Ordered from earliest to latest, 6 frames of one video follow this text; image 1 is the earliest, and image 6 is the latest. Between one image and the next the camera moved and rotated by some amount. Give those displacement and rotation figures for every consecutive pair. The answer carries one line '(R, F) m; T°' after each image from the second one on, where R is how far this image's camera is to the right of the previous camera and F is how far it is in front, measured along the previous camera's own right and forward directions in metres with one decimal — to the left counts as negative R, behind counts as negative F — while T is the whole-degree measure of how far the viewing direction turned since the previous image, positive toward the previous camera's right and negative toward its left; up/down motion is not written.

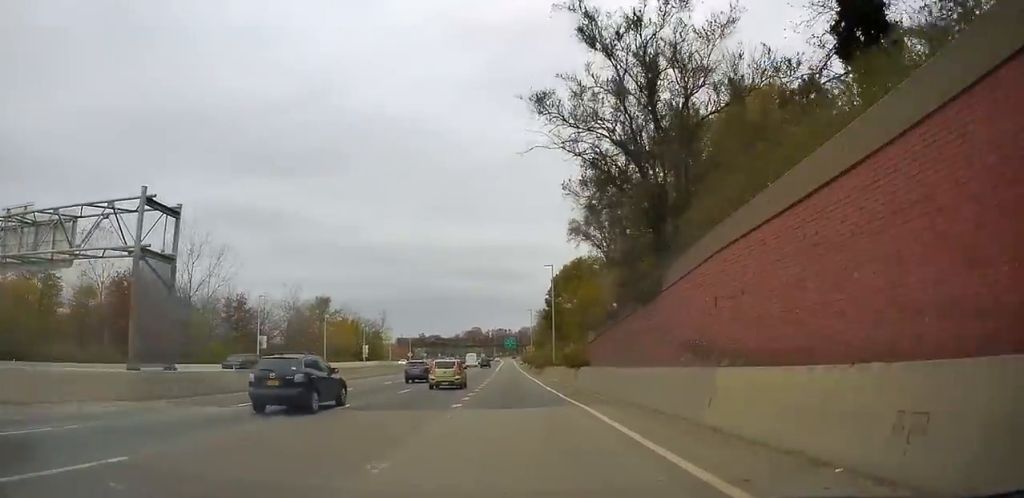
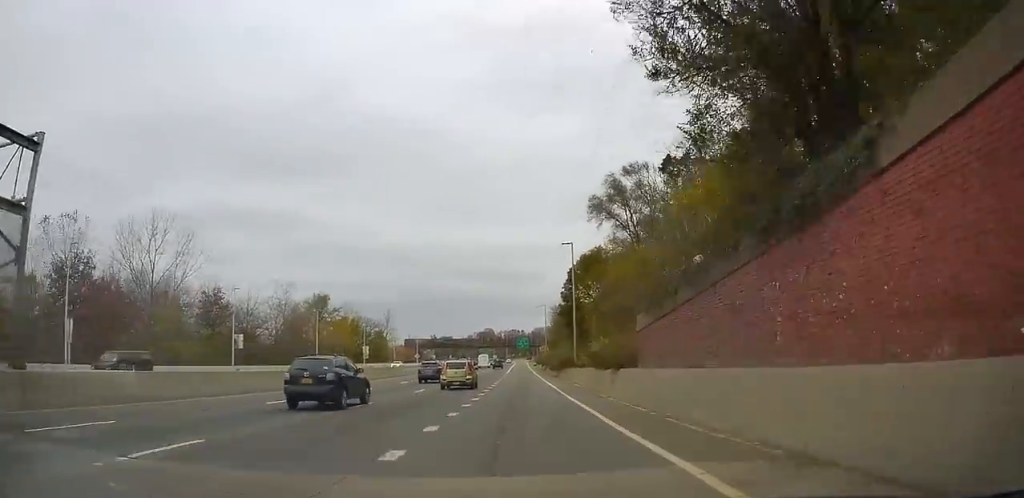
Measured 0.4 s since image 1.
(0.0, +10.1) m; -1°
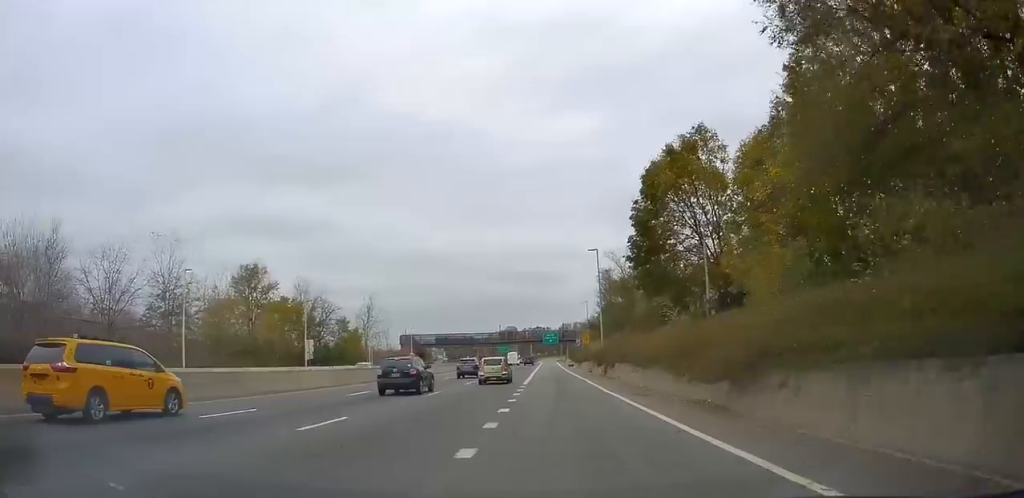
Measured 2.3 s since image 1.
(-1.7, +43.6) m; -6°
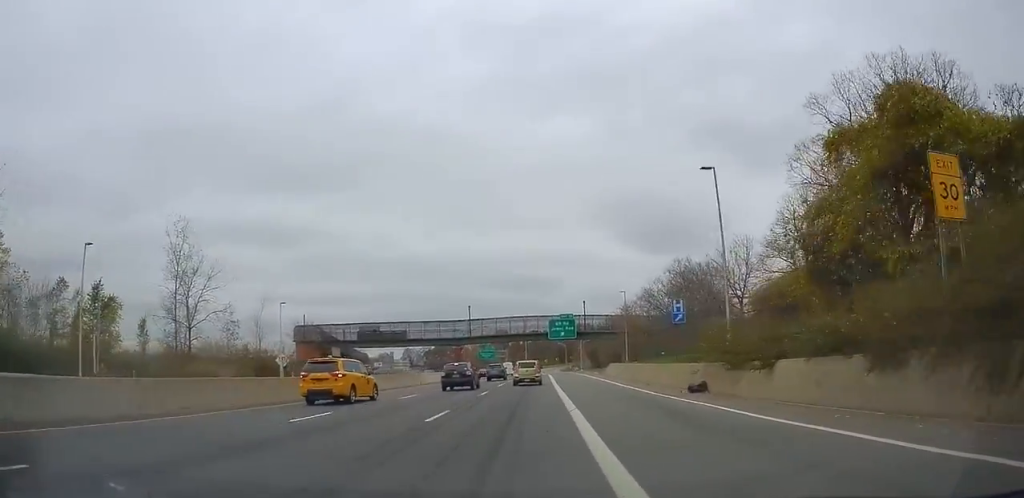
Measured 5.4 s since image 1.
(-3.3, +72.7) m; -3°
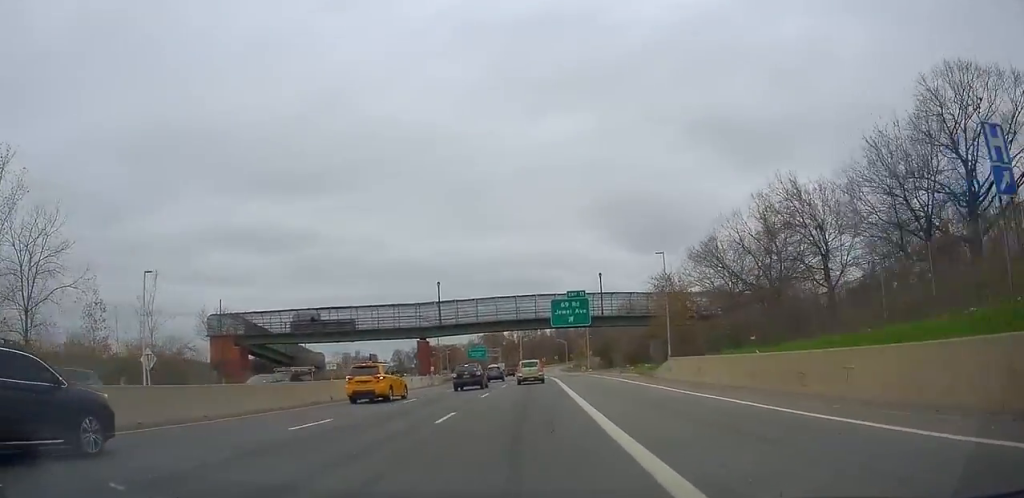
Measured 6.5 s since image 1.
(+0.1, +26.1) m; +1°
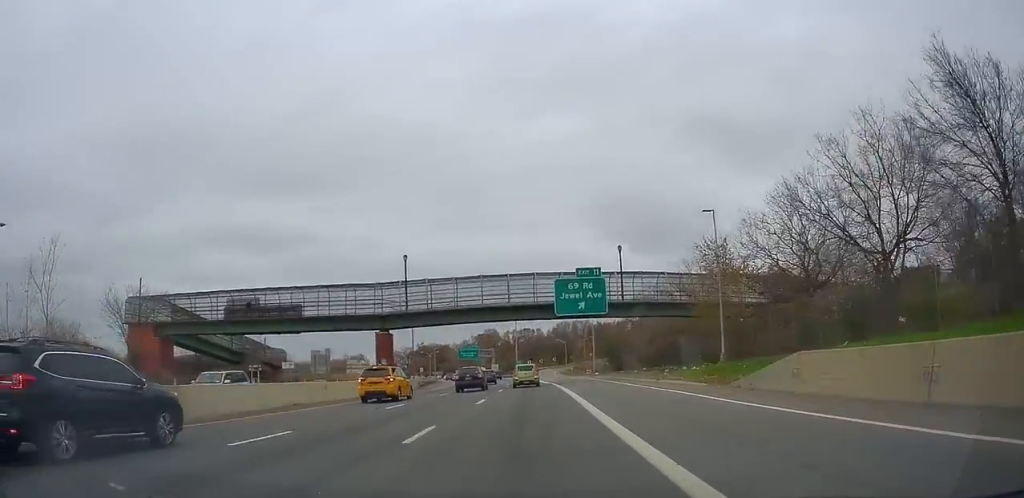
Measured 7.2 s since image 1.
(+0.1, +15.8) m; +1°
